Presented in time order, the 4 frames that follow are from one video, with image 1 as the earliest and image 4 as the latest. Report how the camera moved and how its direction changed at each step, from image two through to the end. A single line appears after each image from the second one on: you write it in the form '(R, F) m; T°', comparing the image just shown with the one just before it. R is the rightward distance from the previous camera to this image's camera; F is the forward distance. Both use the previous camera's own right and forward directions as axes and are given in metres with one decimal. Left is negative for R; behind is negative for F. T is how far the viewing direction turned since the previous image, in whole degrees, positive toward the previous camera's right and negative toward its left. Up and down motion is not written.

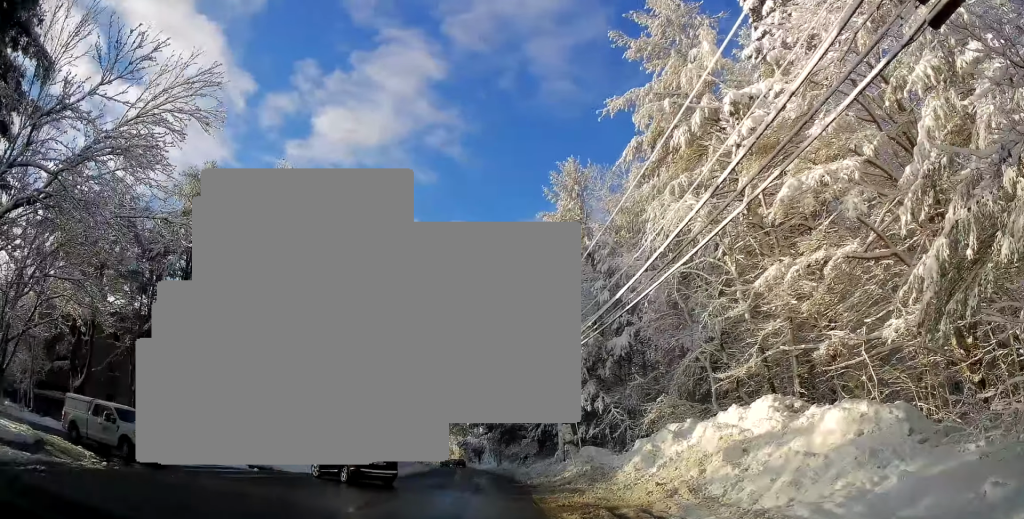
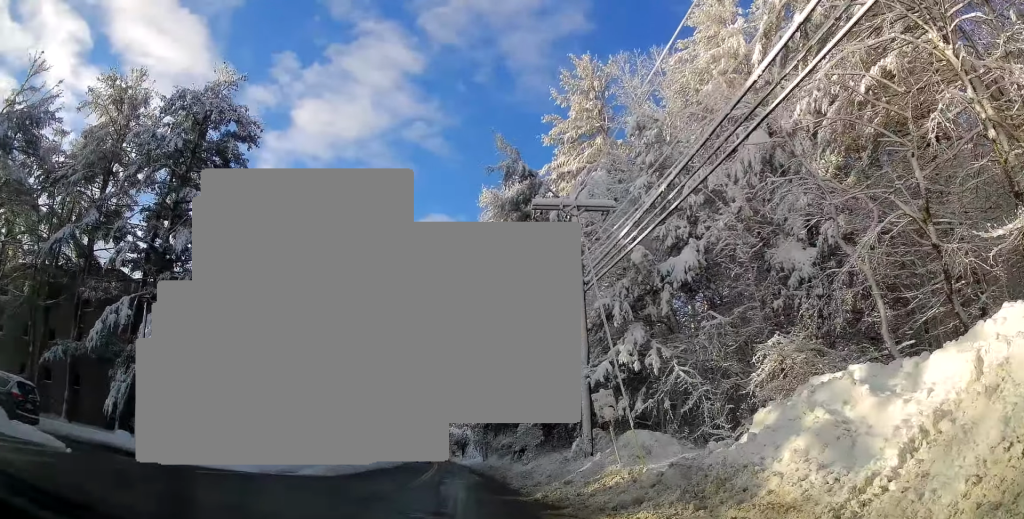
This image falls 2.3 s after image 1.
(+2.6, +13.4) m; +19°
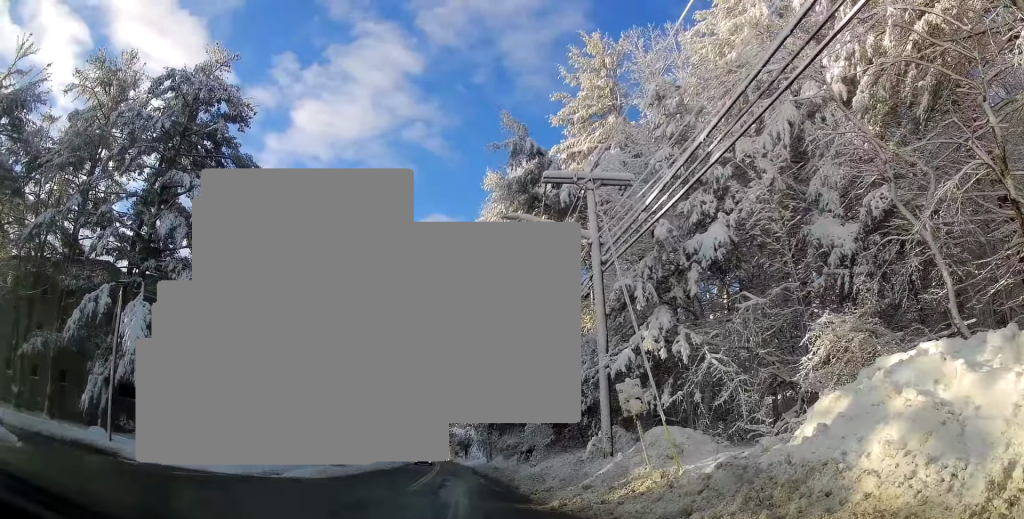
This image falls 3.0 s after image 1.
(+0.1, +3.6) m; 0°
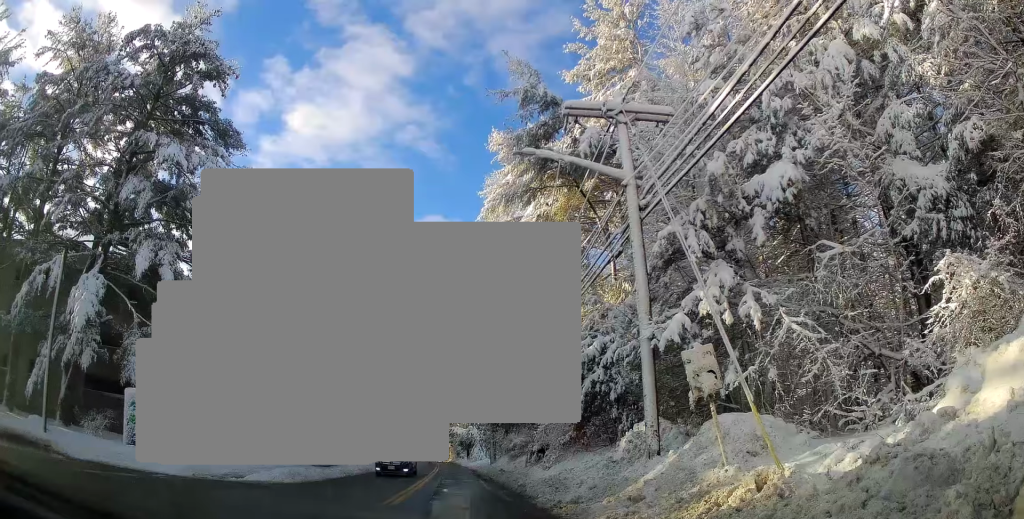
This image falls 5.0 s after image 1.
(-0.3, +8.7) m; +6°
